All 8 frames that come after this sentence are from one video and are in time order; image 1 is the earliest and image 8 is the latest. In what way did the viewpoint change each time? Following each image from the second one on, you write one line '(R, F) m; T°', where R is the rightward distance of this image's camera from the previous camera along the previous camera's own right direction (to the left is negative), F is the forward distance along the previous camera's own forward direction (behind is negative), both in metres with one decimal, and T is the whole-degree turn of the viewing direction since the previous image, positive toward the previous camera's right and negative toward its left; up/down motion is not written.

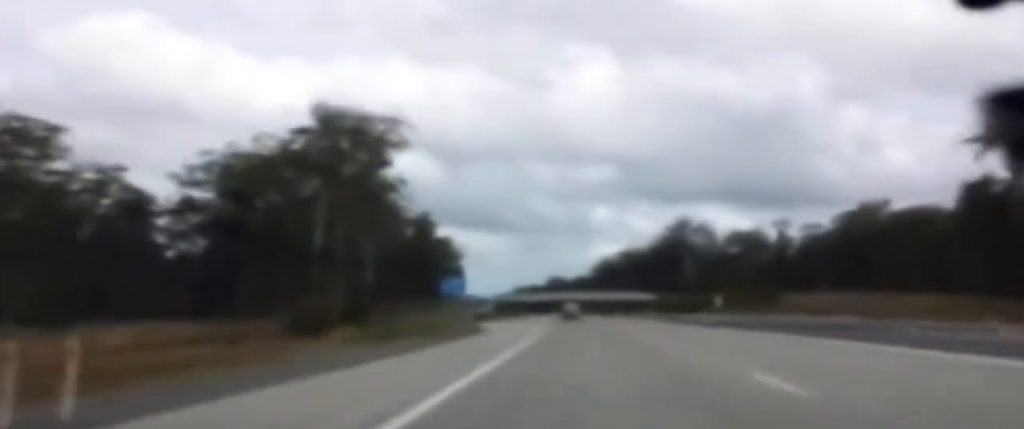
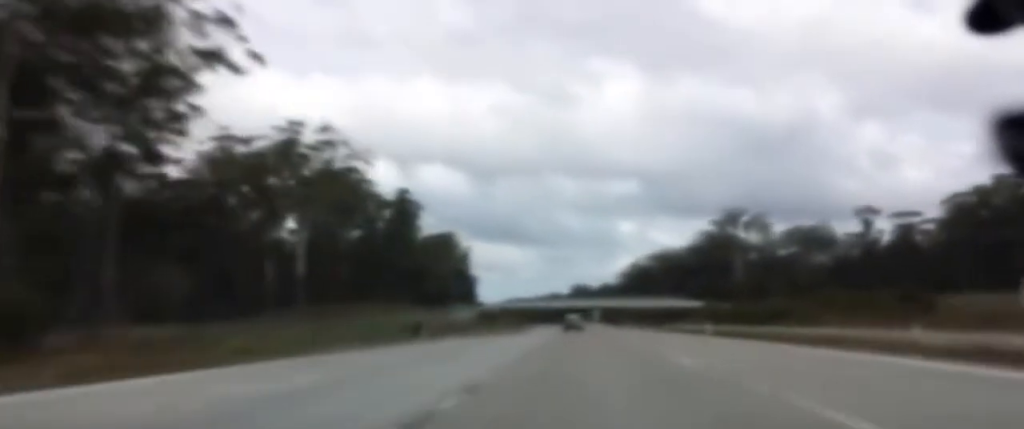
(0.0, +75.5) m; 0°
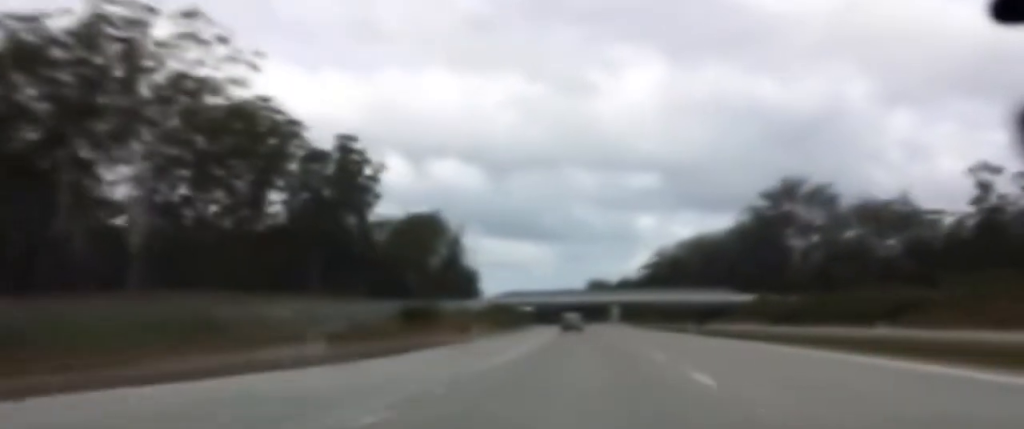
(-0.4, +54.2) m; -1°
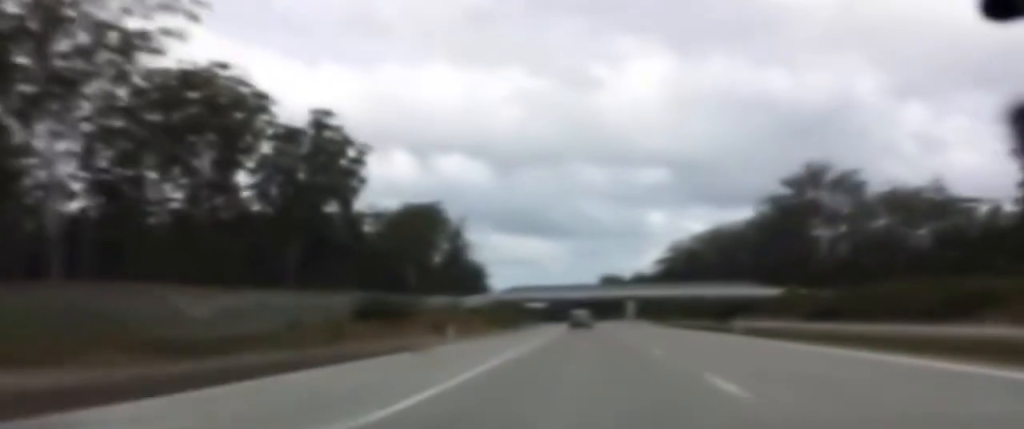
(0.0, +14.3) m; -1°
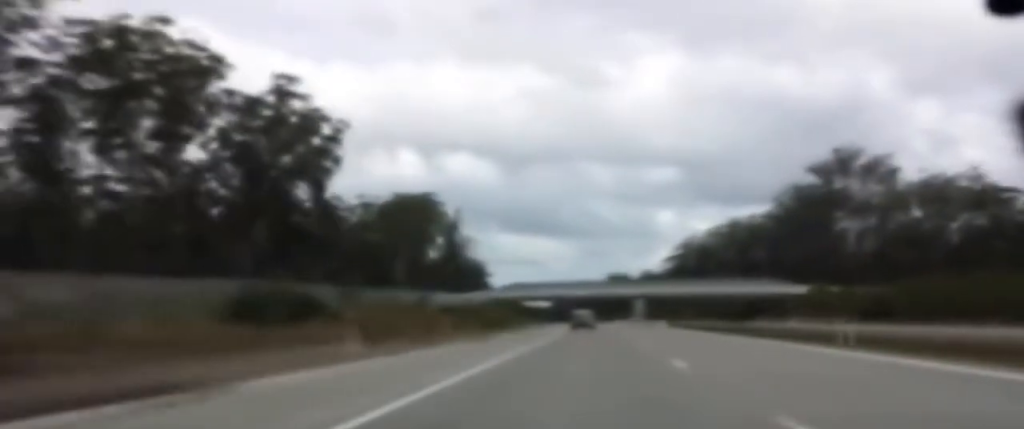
(-0.3, +18.4) m; 0°
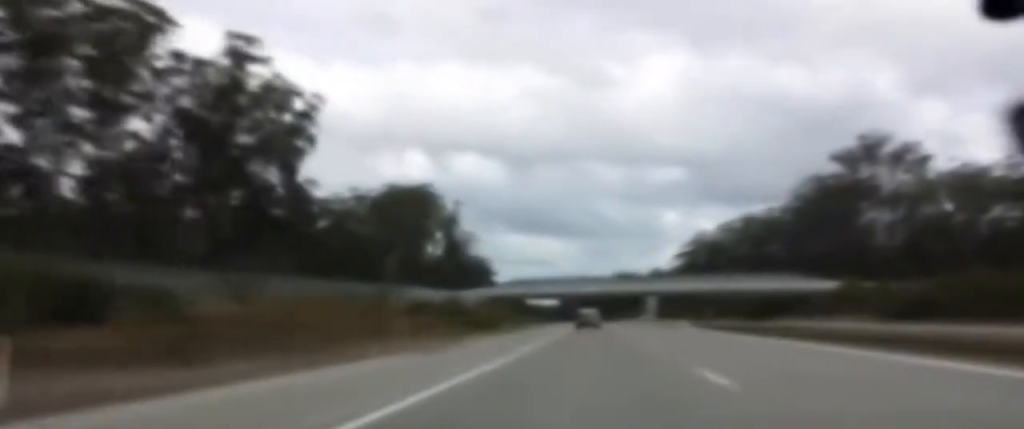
(-0.1, +16.4) m; 0°
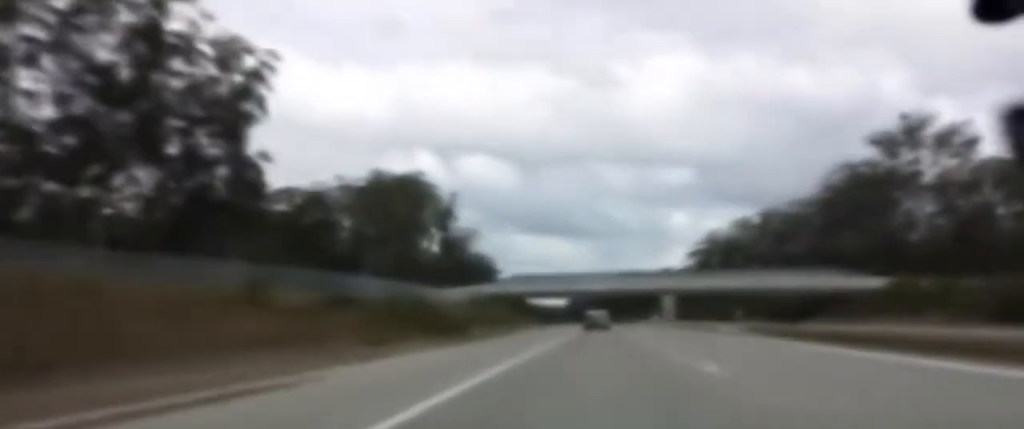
(+0.1, +21.4) m; 0°
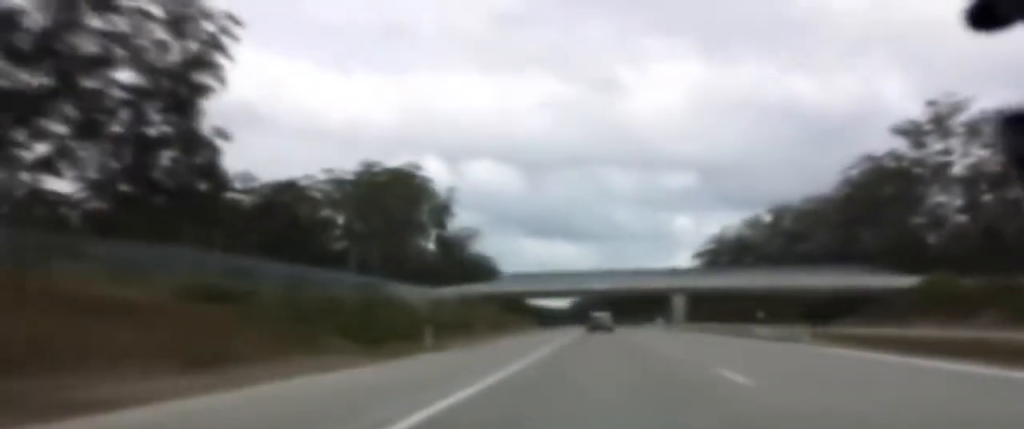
(-0.1, +14.2) m; 0°
